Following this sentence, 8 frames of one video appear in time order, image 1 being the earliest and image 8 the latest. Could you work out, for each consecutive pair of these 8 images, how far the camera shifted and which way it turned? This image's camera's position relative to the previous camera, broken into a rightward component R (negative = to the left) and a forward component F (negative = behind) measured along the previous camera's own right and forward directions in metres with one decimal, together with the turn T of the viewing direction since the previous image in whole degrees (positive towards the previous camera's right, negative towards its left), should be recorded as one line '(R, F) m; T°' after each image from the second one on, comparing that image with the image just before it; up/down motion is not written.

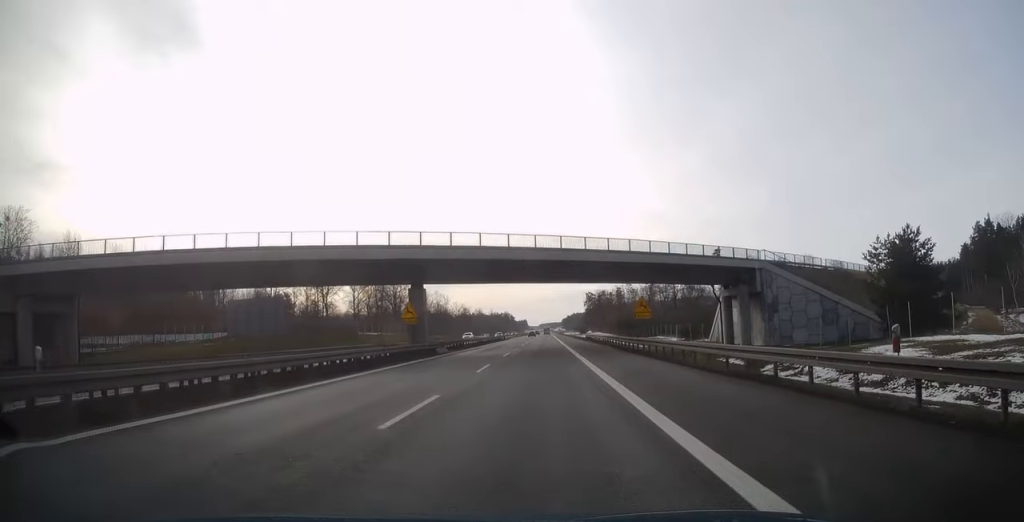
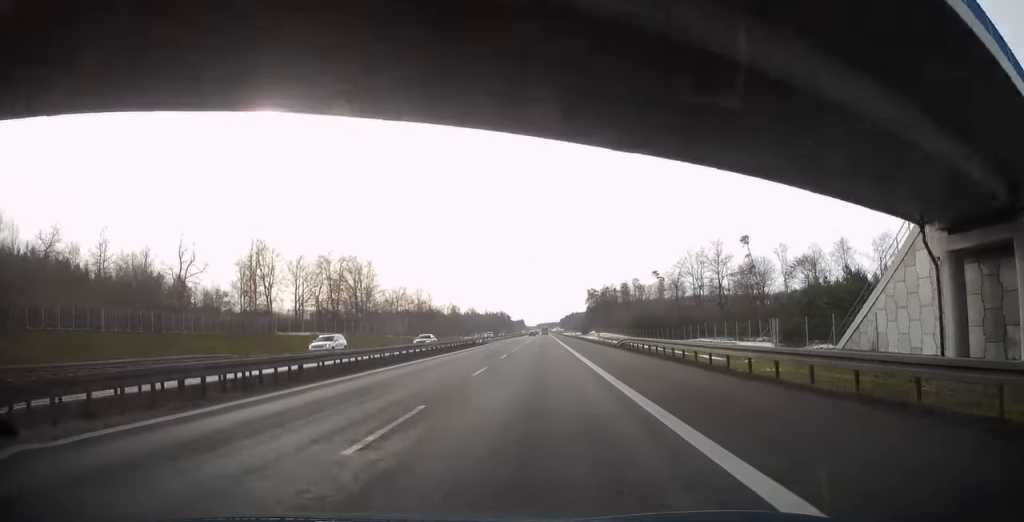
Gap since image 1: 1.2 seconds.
(+0.1, +37.7) m; +1°
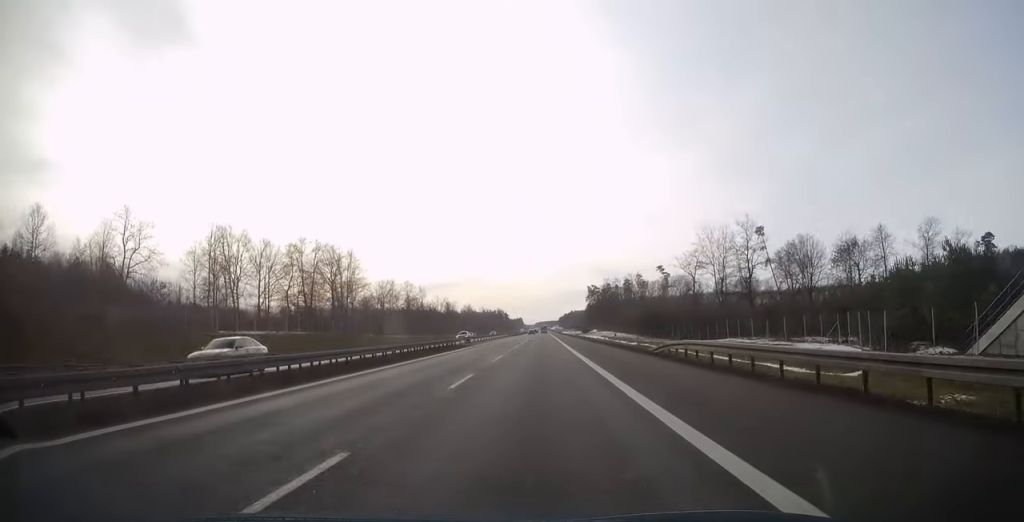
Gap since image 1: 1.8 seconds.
(+0.1, +16.3) m; 0°
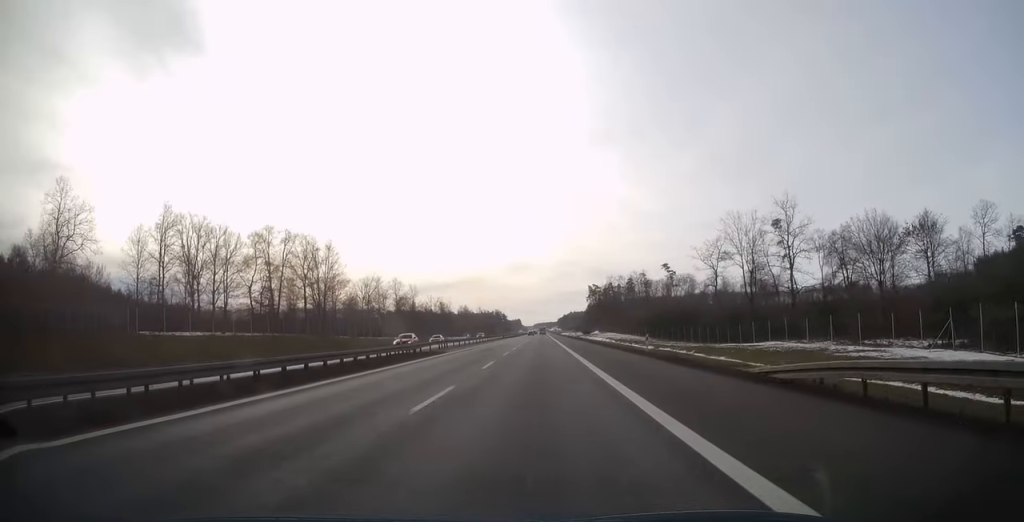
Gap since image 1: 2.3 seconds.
(0.0, +15.8) m; 0°
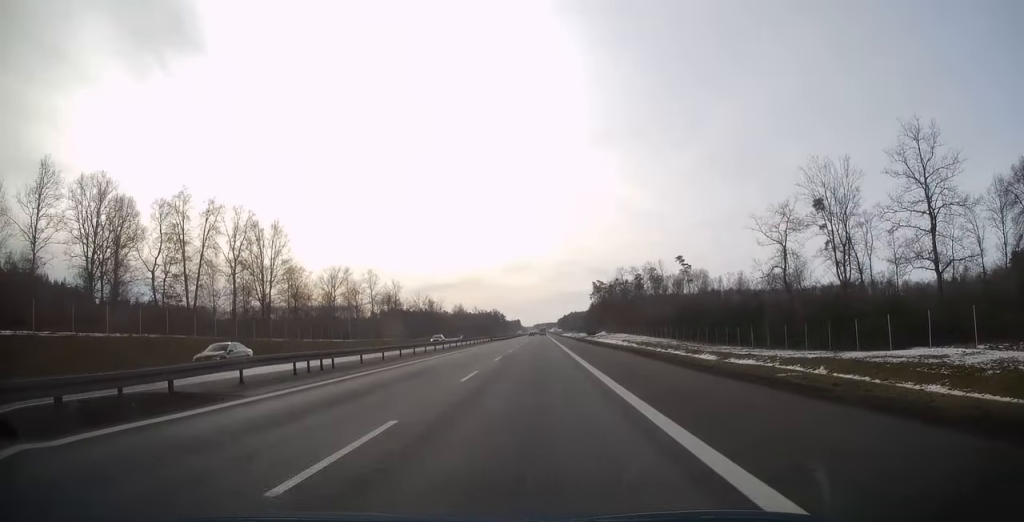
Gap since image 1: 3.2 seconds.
(-0.2, +29.6) m; 0°
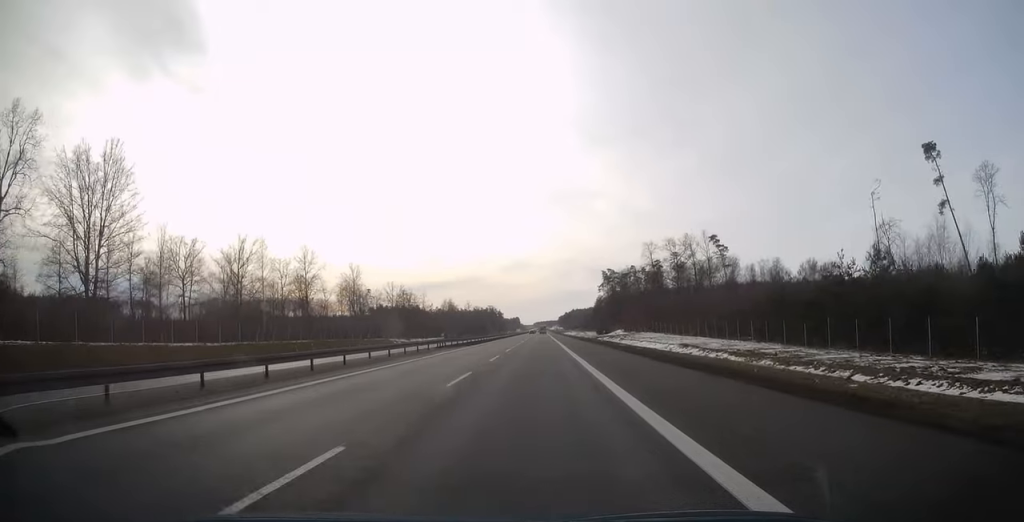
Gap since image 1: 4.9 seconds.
(+0.3, +50.0) m; 0°
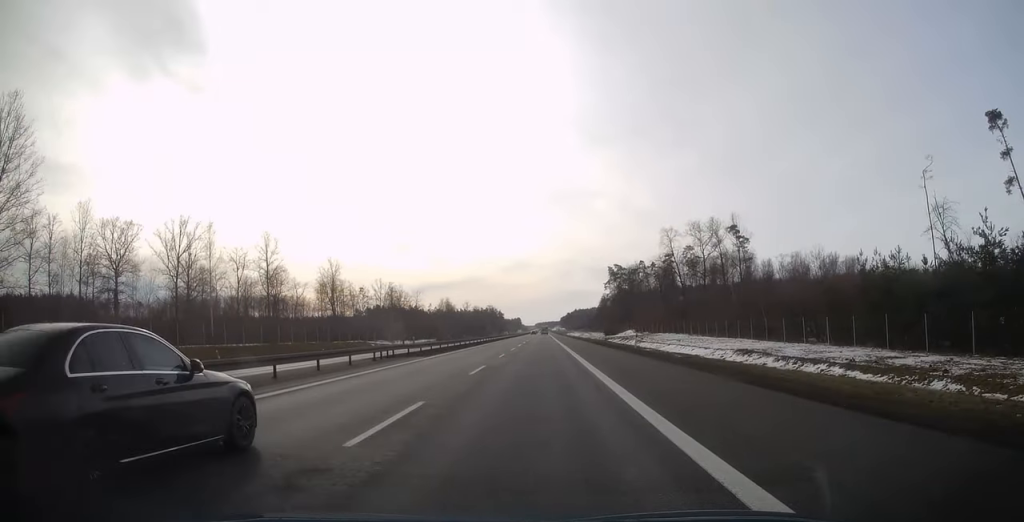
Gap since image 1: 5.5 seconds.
(0.0, +19.4) m; 0°
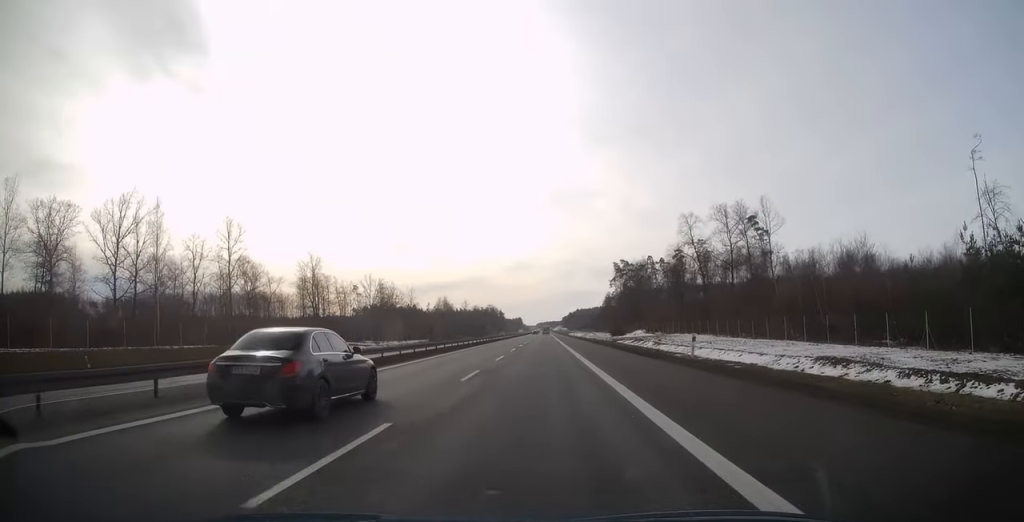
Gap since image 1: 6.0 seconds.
(-0.1, +14.8) m; 0°
